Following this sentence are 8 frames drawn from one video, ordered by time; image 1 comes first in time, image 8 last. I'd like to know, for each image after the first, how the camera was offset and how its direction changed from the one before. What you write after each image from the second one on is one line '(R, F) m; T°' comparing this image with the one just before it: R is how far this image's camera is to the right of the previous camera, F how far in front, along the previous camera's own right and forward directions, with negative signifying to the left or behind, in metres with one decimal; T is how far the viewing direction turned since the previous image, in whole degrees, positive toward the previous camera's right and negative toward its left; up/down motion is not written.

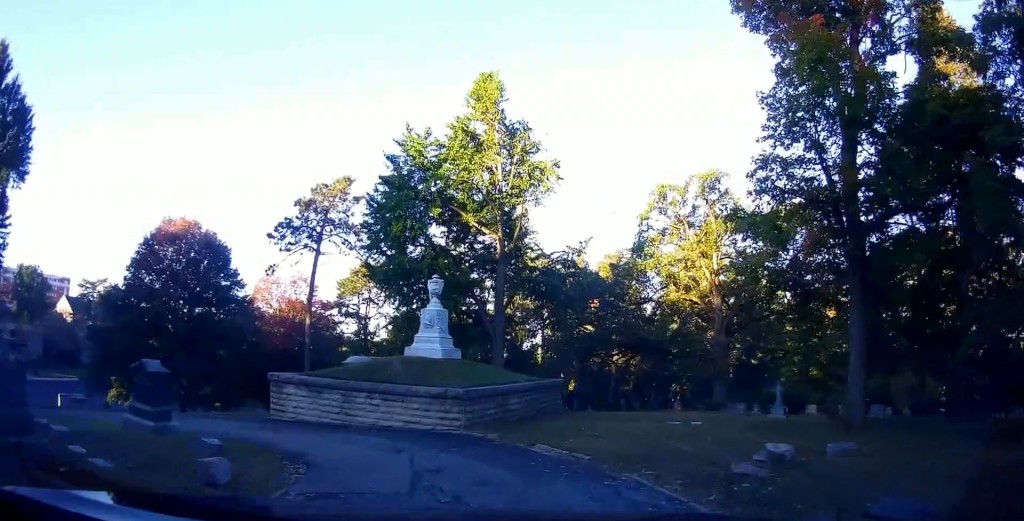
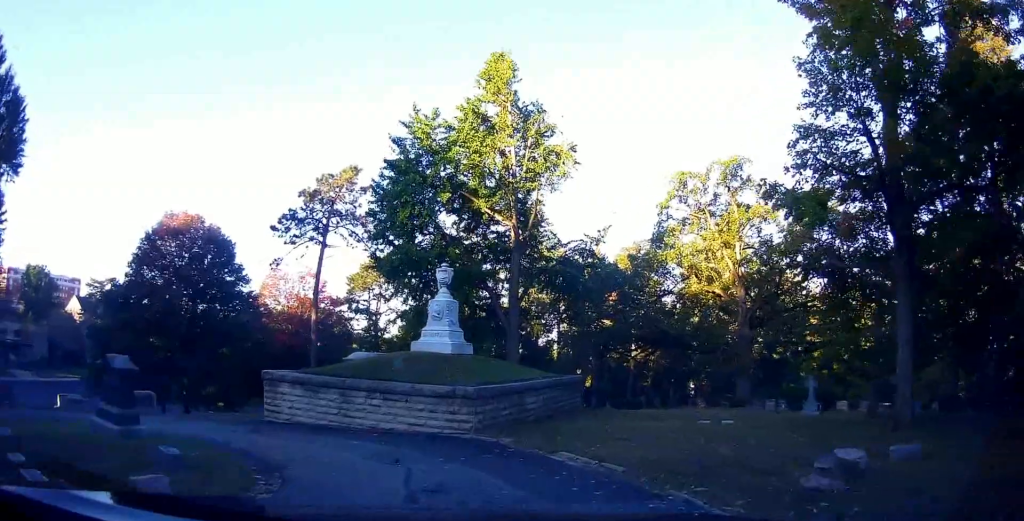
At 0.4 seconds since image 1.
(+0.2, +1.8) m; -1°
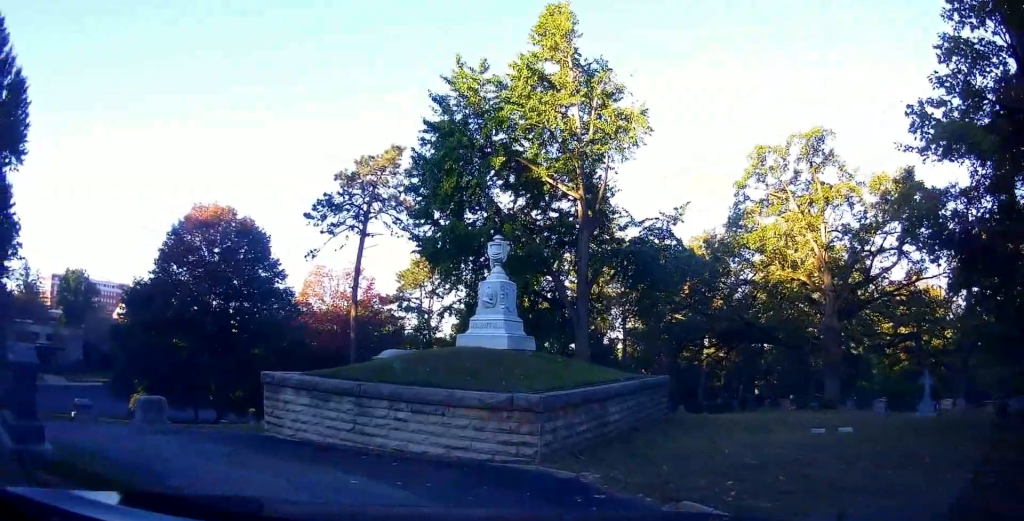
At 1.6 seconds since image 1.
(-0.6, +4.4) m; -14°
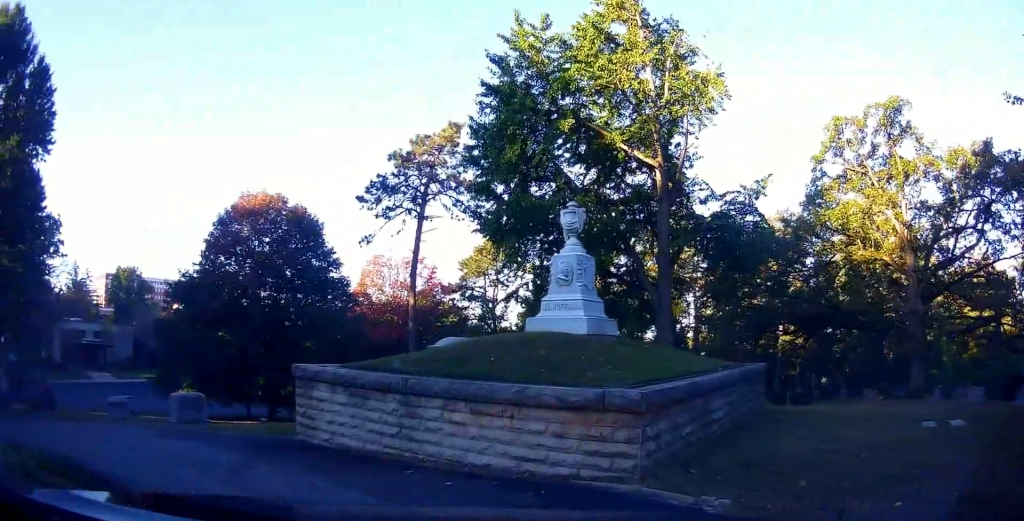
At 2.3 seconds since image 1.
(-0.2, +2.4) m; -4°
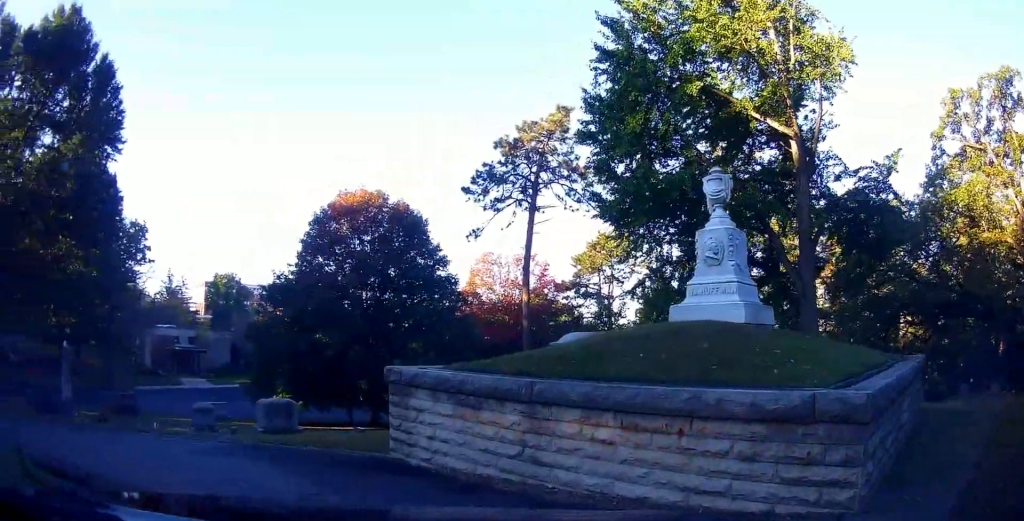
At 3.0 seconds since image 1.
(-0.1, +2.4) m; -12°
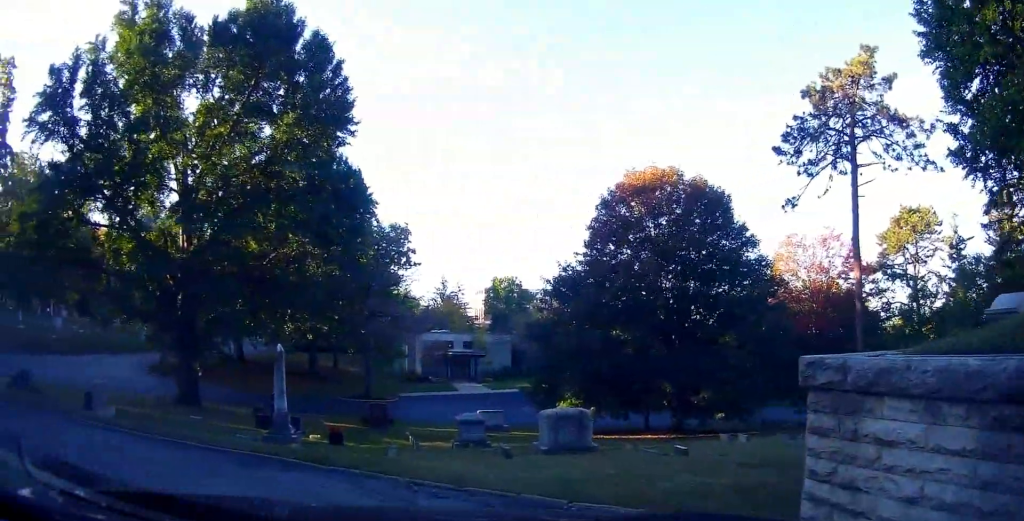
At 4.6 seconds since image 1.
(-1.4, +3.9) m; -34°
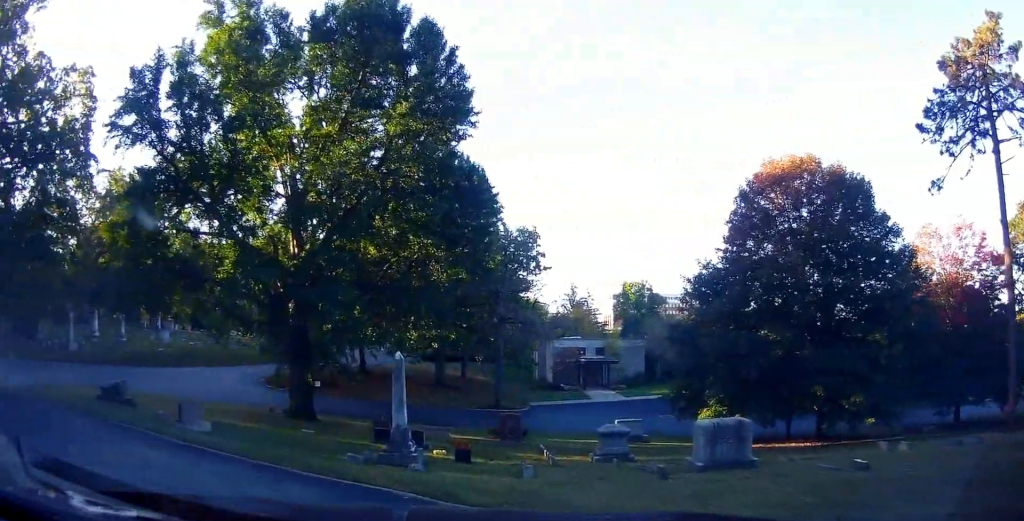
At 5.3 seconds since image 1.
(+0.1, +2.0) m; -2°
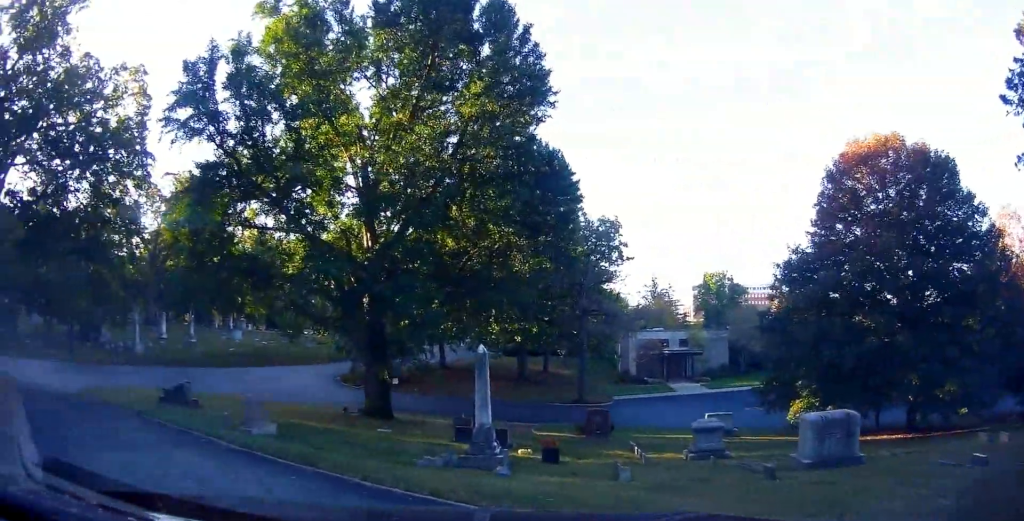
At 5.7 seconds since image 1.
(0.0, +1.3) m; -5°
